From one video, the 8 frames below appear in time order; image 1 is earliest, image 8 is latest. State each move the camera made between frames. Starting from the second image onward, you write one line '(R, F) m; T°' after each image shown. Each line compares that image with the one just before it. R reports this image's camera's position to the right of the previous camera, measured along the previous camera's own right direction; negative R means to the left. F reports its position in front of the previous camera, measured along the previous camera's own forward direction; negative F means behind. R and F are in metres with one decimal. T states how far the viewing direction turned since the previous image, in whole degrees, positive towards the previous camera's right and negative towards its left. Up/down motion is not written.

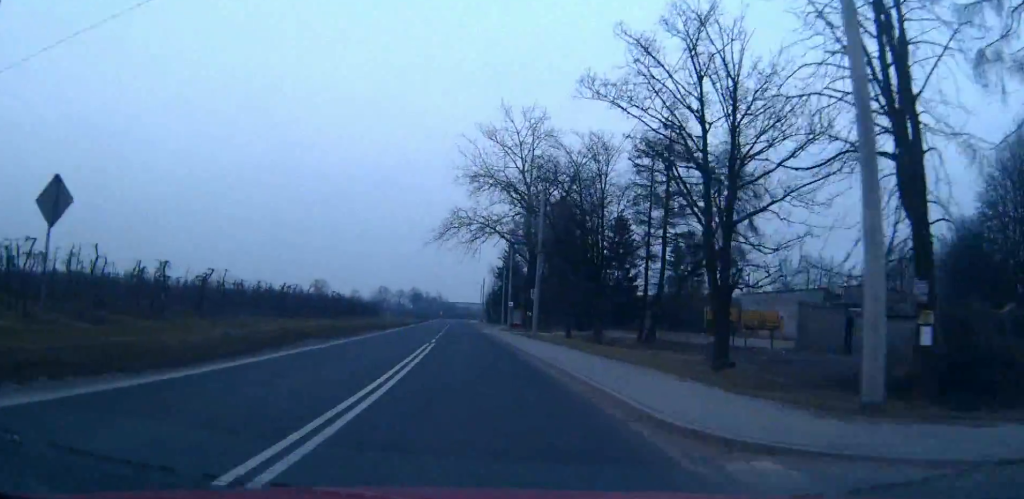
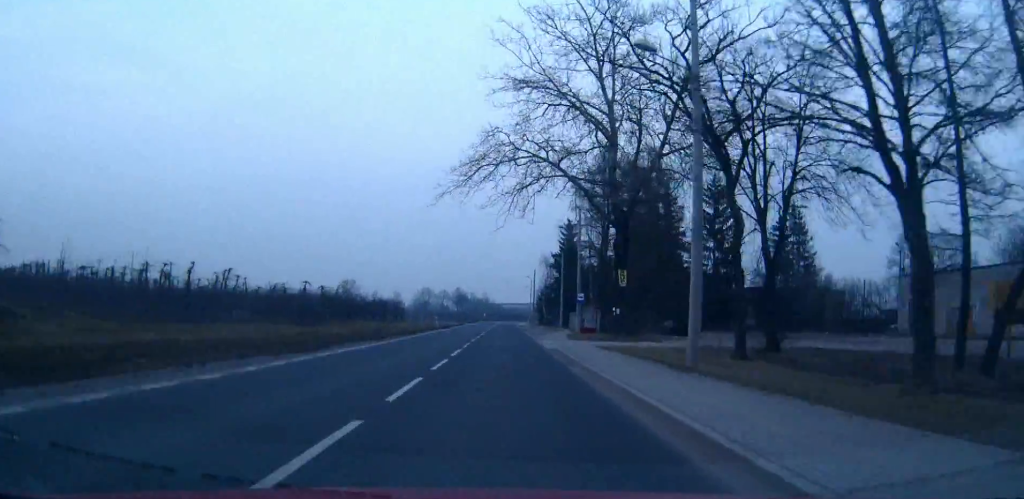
(-1.2, +29.1) m; -4°
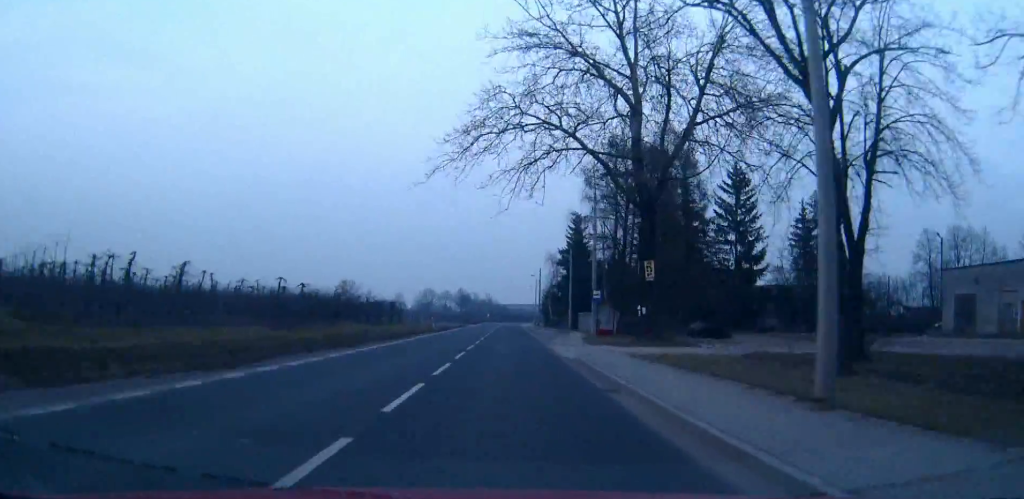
(0.0, +7.1) m; -1°
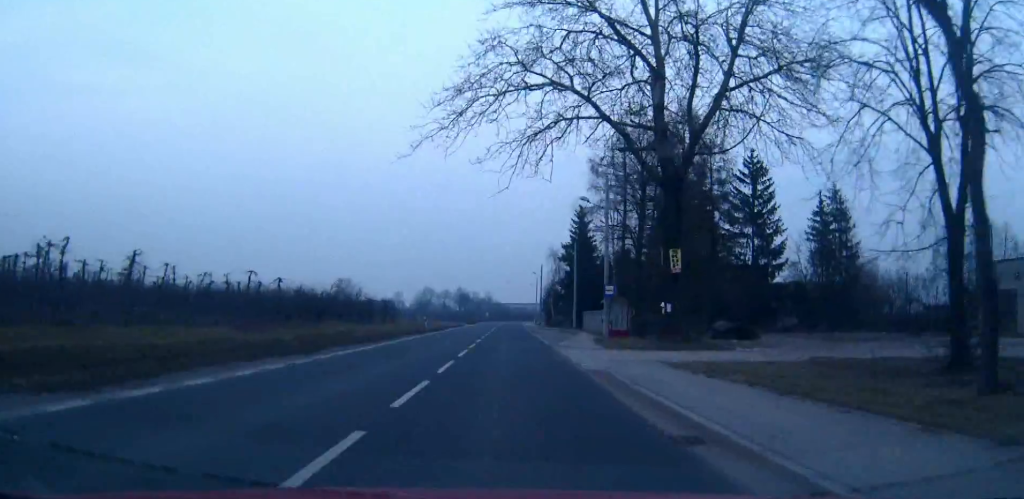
(0.0, +5.6) m; 0°
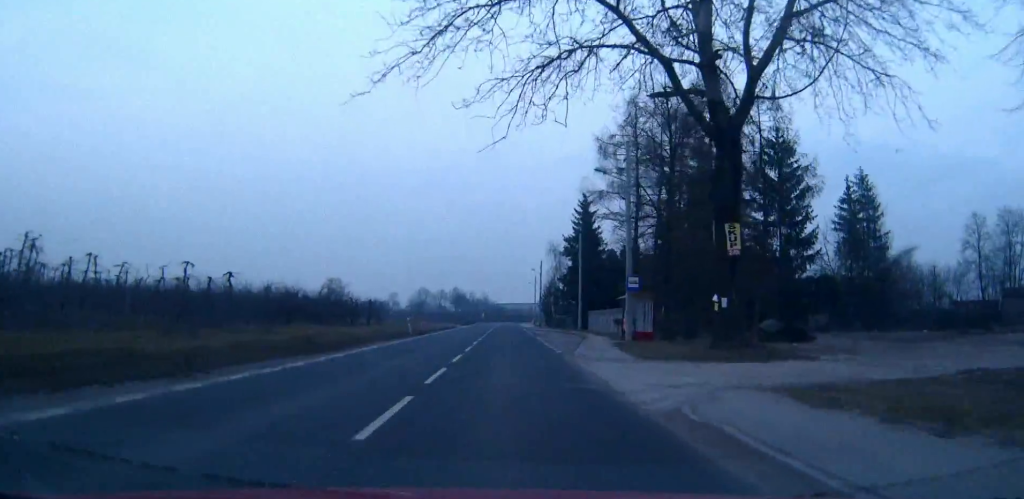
(0.0, +8.5) m; 0°
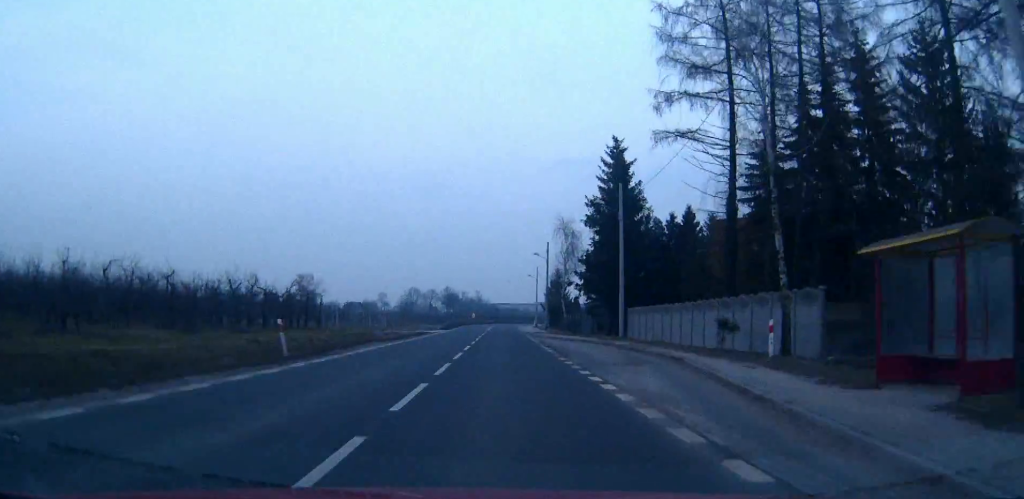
(+0.3, +27.7) m; +1°
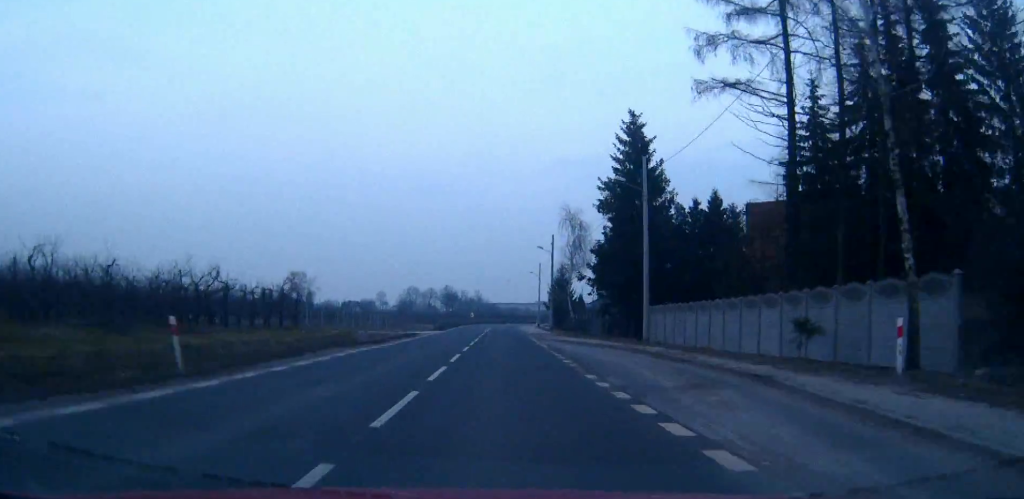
(-0.1, +7.5) m; 0°
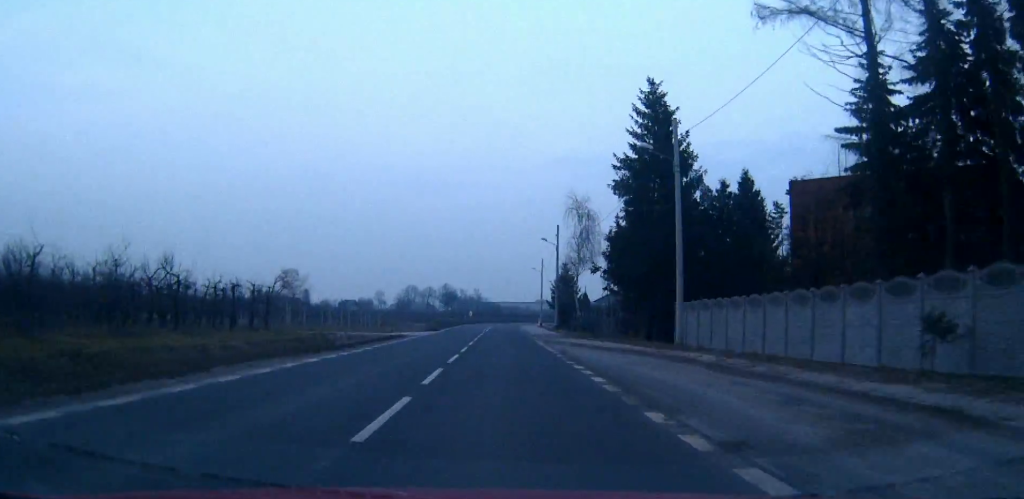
(0.0, +7.0) m; 0°
